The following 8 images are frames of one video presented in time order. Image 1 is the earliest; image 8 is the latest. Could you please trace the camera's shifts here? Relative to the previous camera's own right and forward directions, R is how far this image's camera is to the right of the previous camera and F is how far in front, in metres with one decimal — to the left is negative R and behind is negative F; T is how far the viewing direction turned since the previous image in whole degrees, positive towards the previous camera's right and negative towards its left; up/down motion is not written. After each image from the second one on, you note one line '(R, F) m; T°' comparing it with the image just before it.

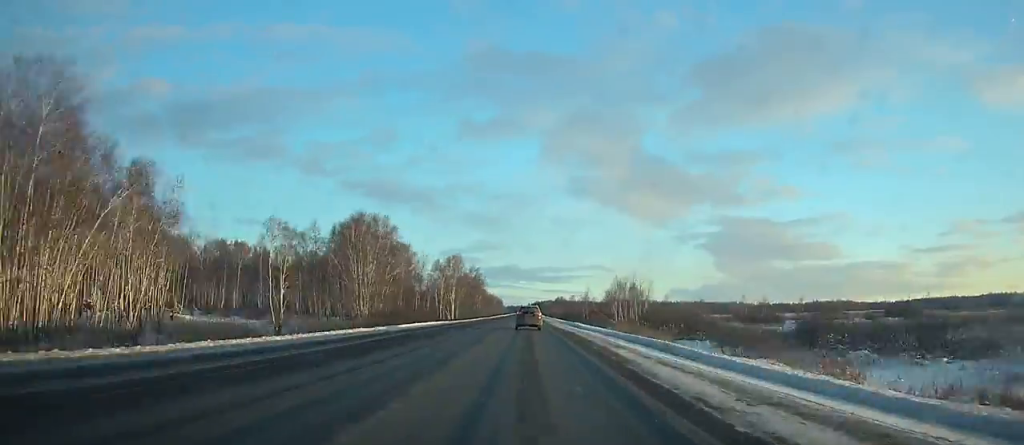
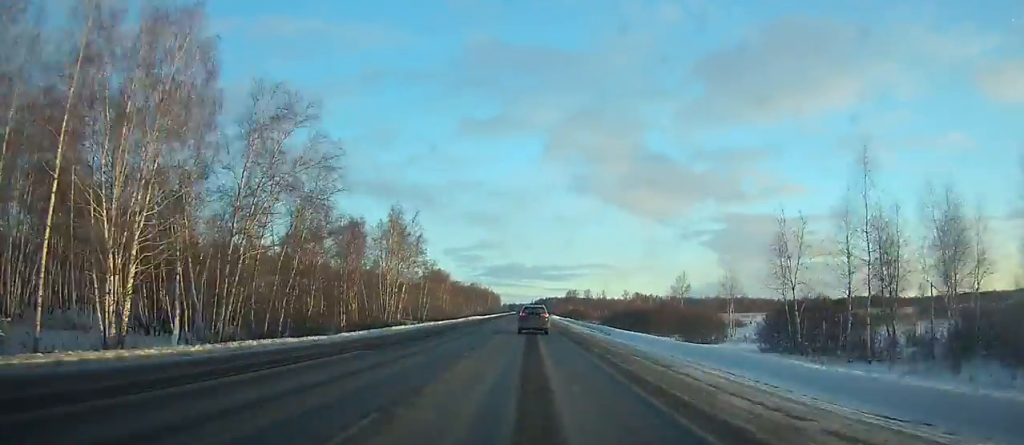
(+0.1, +120.0) m; 0°
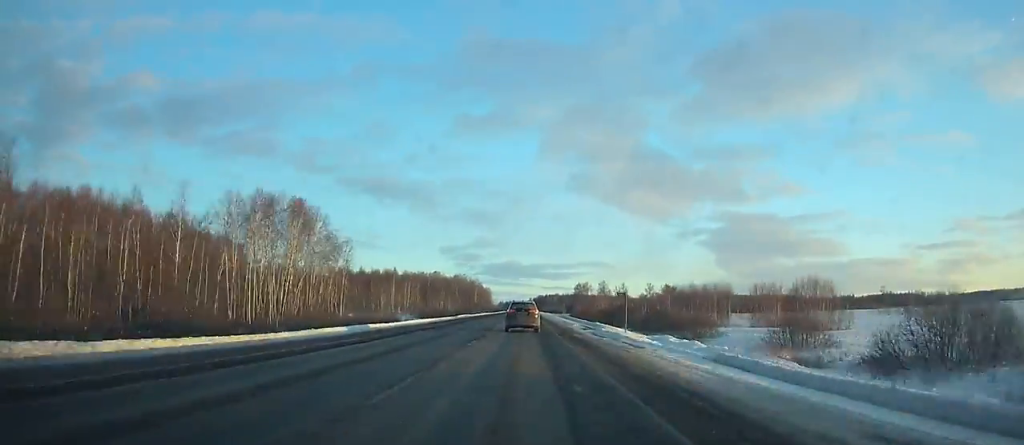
(-0.1, +105.6) m; 0°
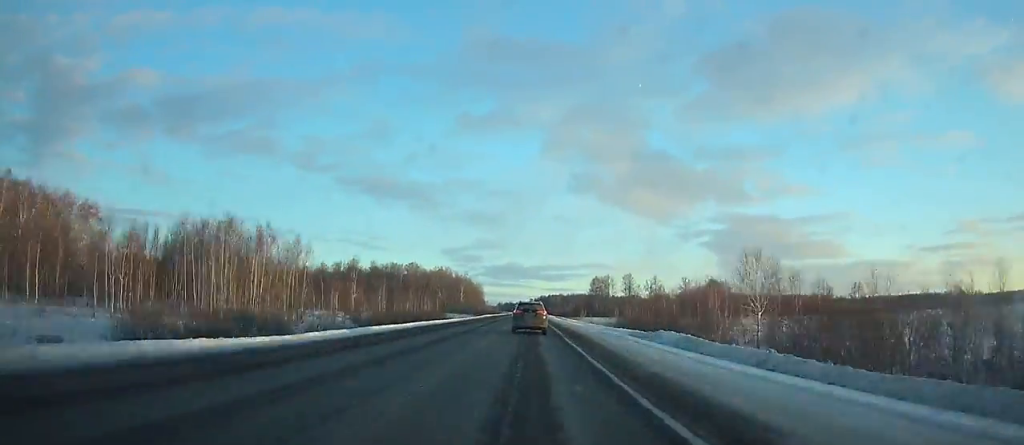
(0.0, +84.3) m; 0°
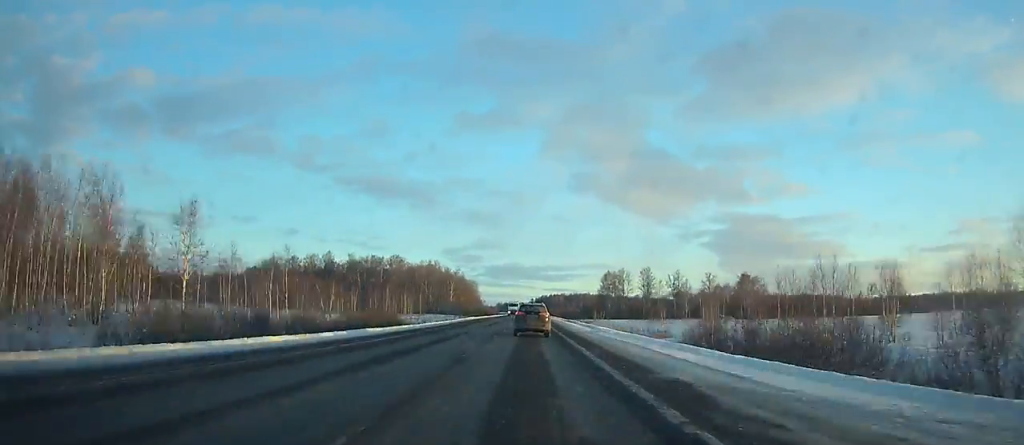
(0.0, +39.0) m; 0°
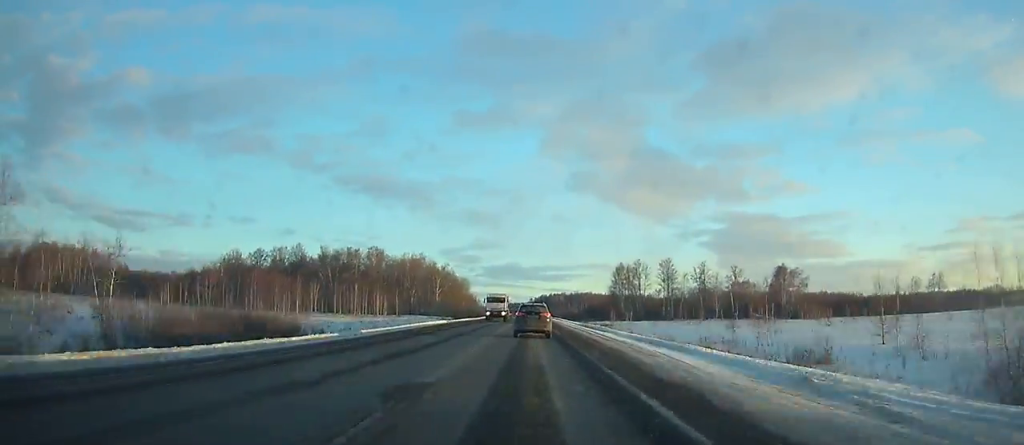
(0.0, +36.0) m; 0°
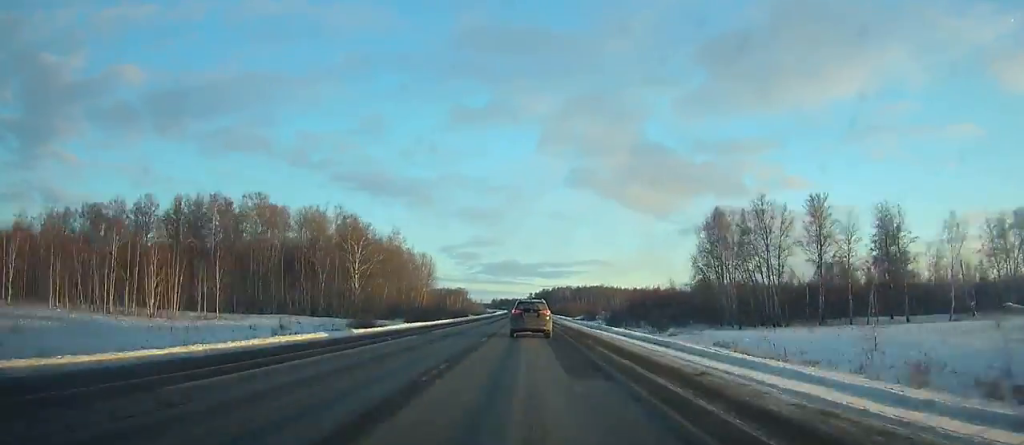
(0.0, +101.5) m; 0°
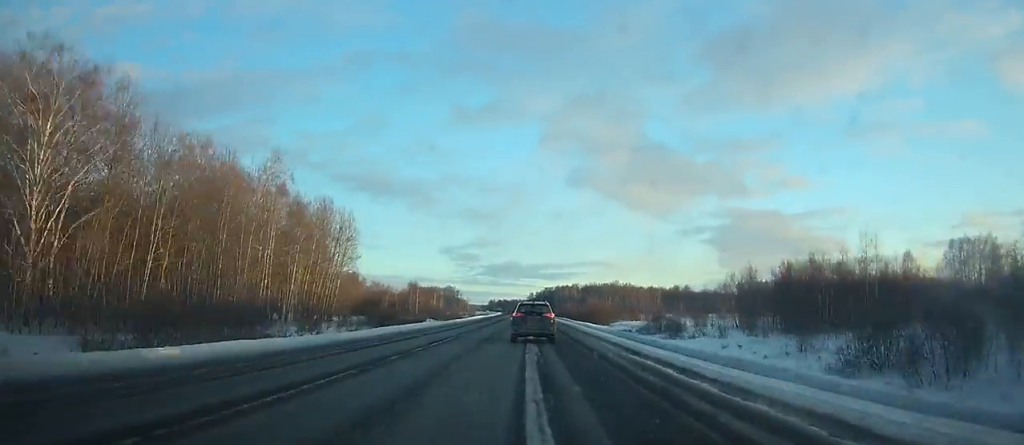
(+0.1, +81.2) m; 0°
